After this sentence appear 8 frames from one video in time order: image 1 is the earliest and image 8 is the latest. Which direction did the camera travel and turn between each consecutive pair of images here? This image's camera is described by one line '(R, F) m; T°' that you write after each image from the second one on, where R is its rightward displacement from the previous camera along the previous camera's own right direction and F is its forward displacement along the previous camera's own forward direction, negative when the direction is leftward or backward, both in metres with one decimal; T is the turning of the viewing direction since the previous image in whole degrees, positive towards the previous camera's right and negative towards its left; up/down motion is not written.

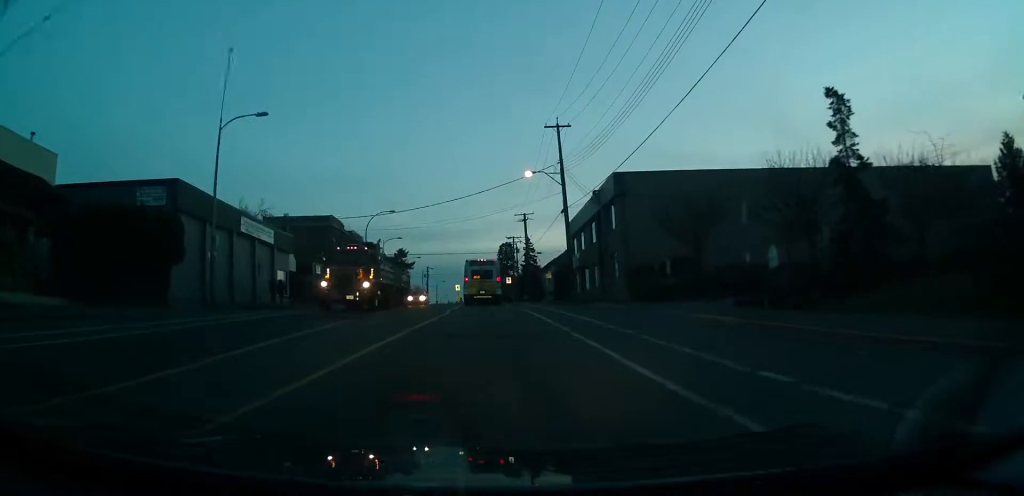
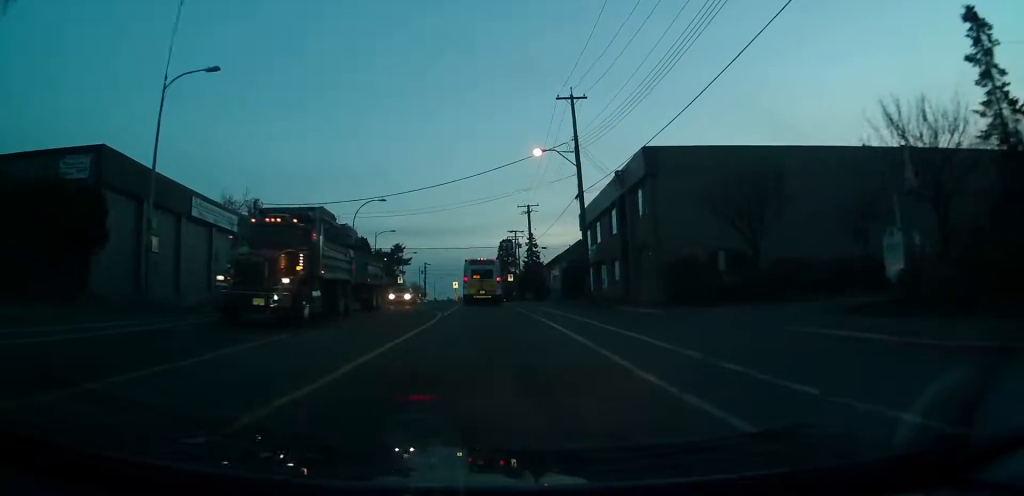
(+0.1, +6.4) m; +1°
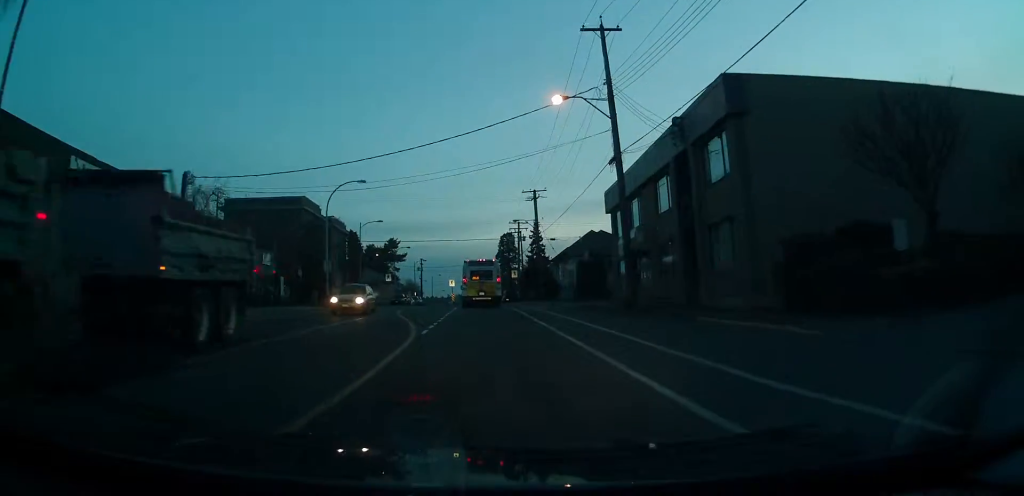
(0.0, +9.9) m; 0°
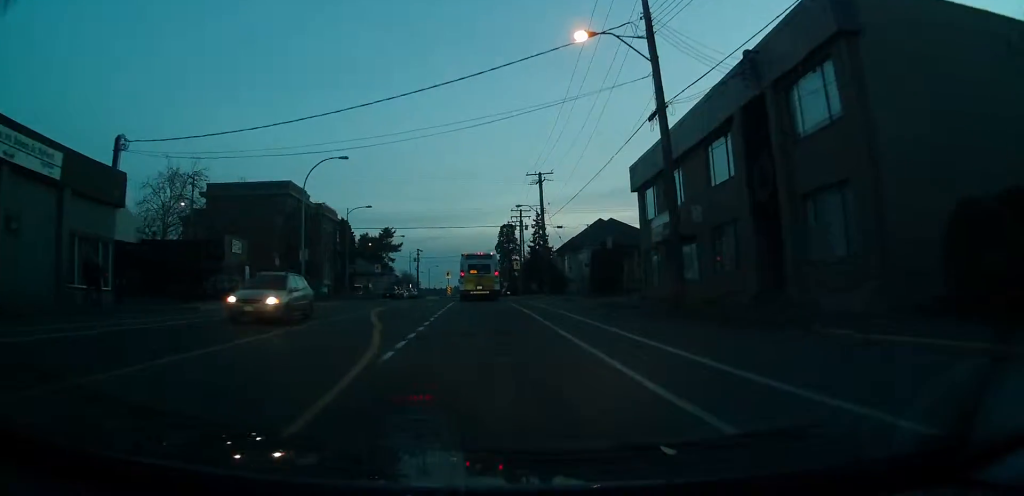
(0.0, +6.4) m; 0°
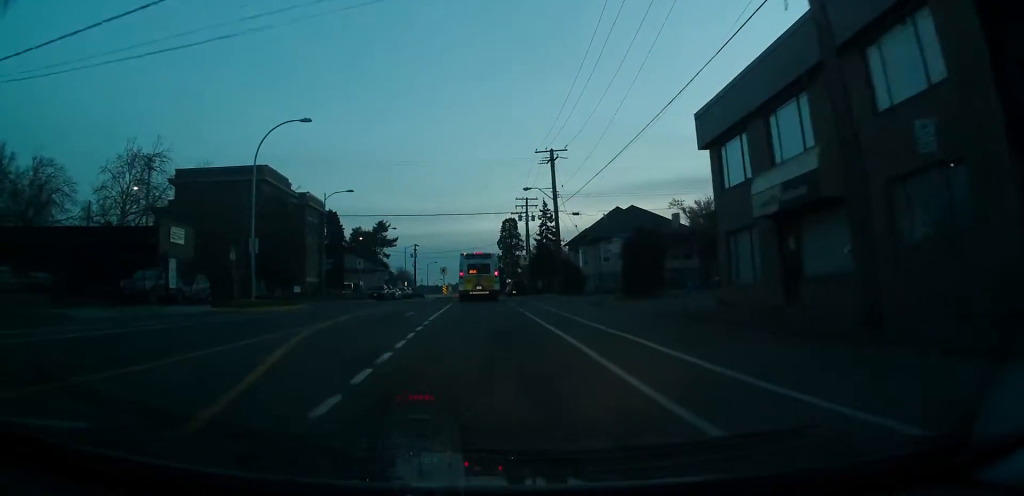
(0.0, +9.6) m; 0°
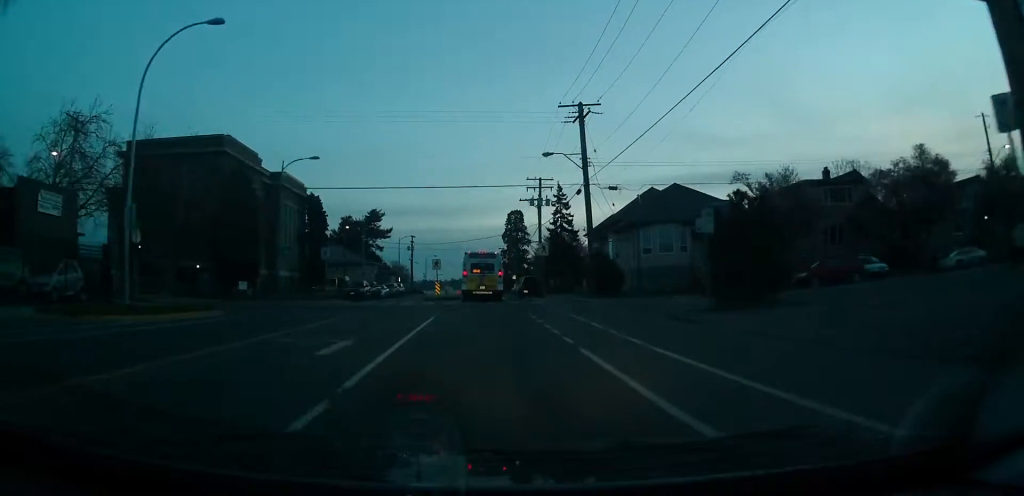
(0.0, +12.7) m; 0°
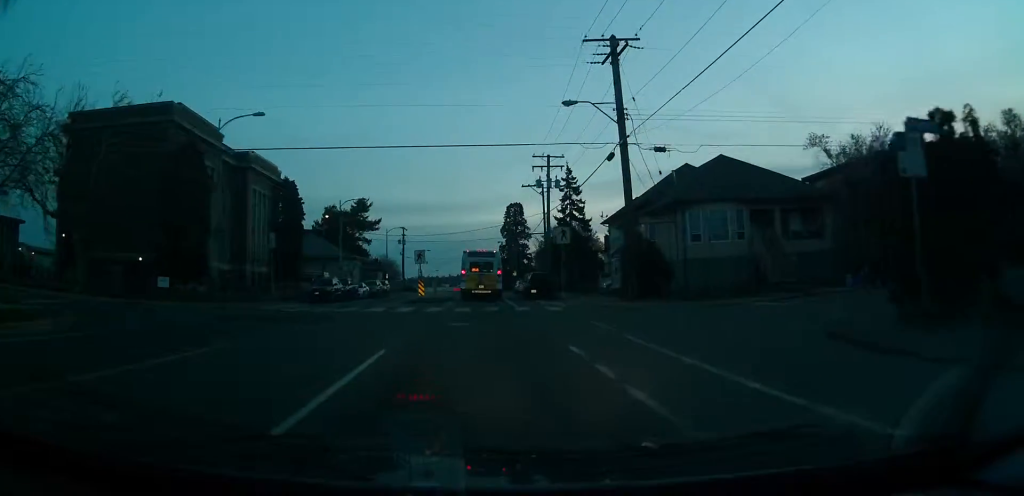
(0.0, +10.4) m; 0°
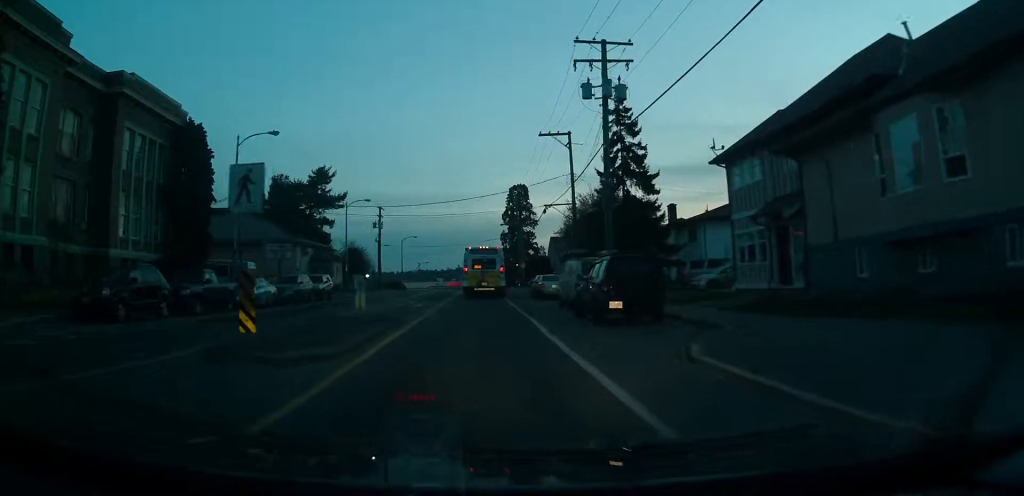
(0.0, +25.3) m; 0°
